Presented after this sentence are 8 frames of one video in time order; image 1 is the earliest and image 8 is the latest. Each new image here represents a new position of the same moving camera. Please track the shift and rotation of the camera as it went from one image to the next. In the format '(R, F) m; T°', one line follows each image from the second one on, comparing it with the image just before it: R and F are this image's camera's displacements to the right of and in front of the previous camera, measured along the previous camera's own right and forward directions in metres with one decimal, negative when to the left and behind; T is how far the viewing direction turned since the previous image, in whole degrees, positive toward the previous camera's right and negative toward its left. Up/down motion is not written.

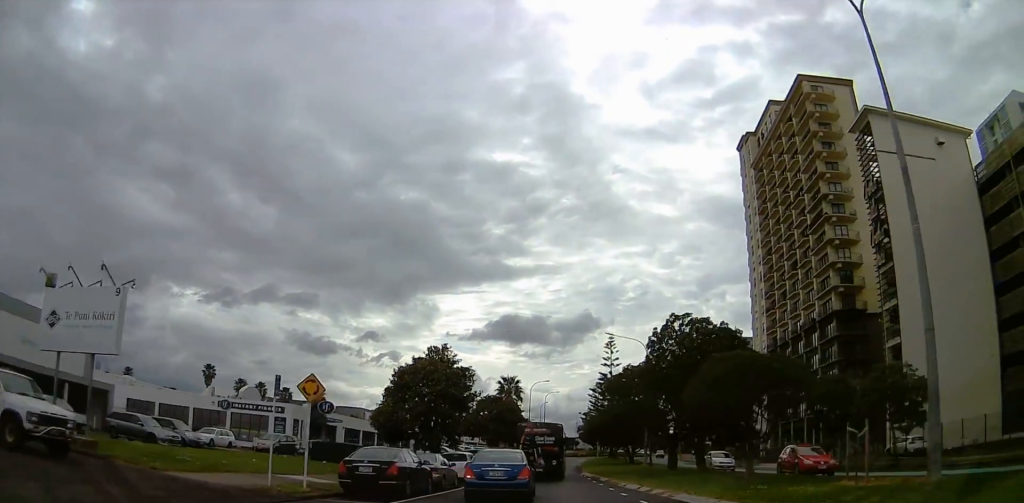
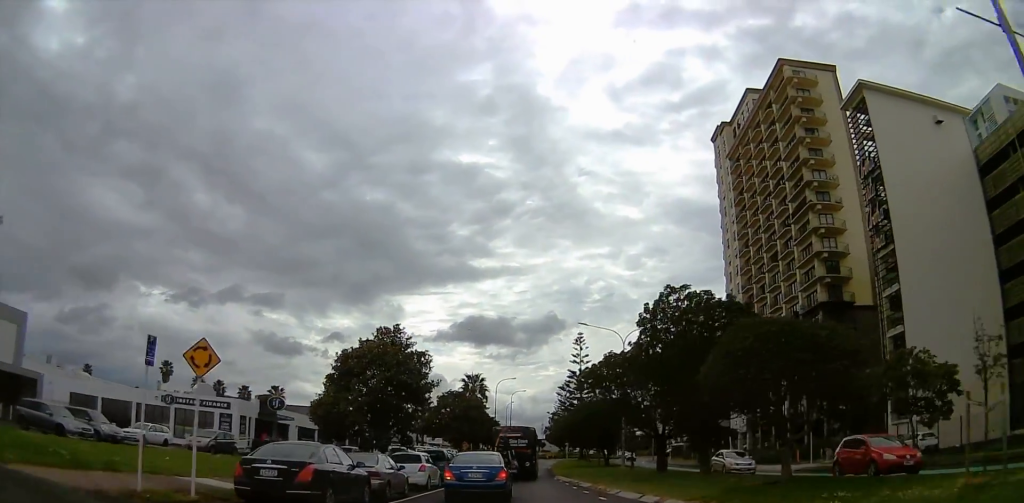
(+0.2, +4.5) m; +4°
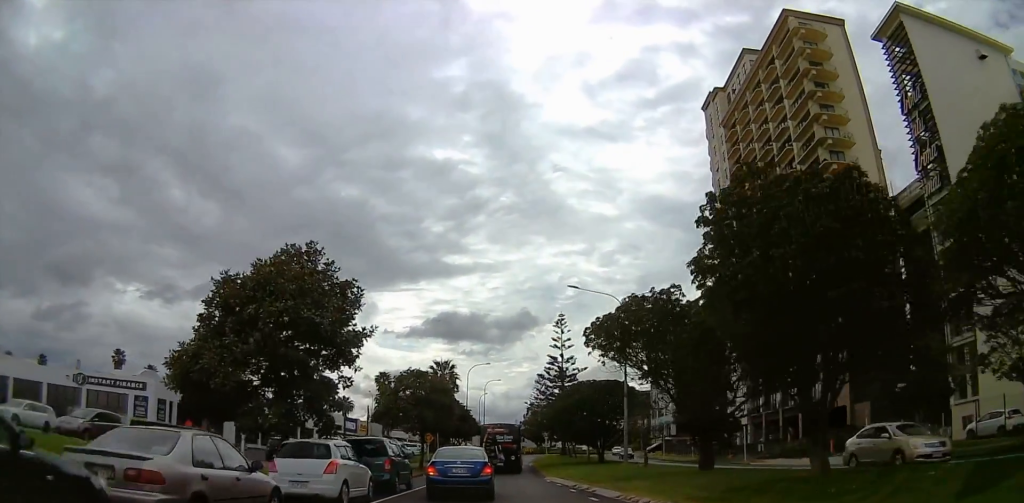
(+0.5, +9.6) m; +5°
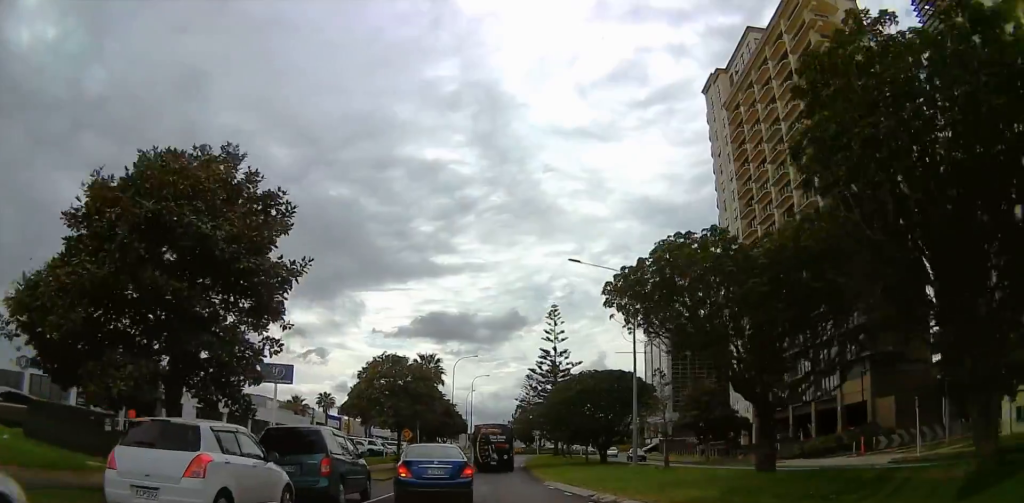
(0.0, +5.5) m; 0°
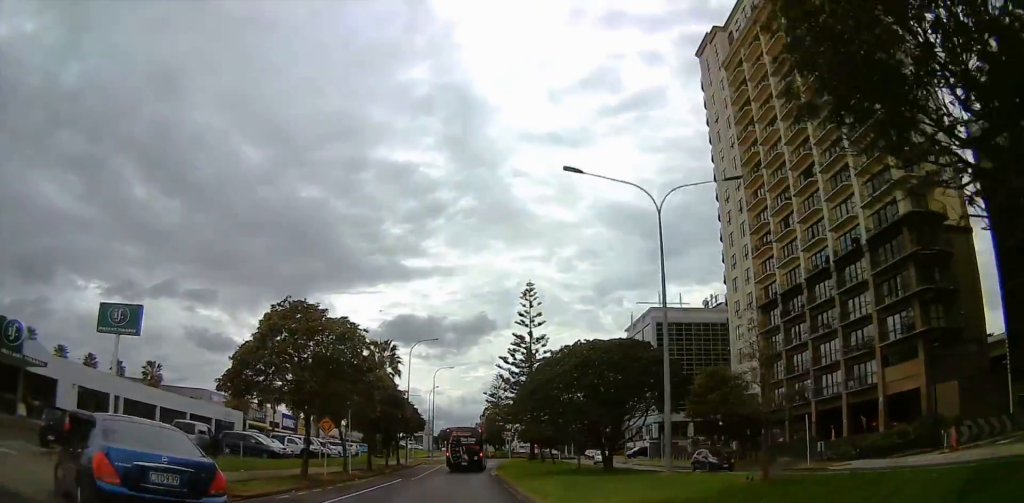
(+0.1, +12.4) m; +2°
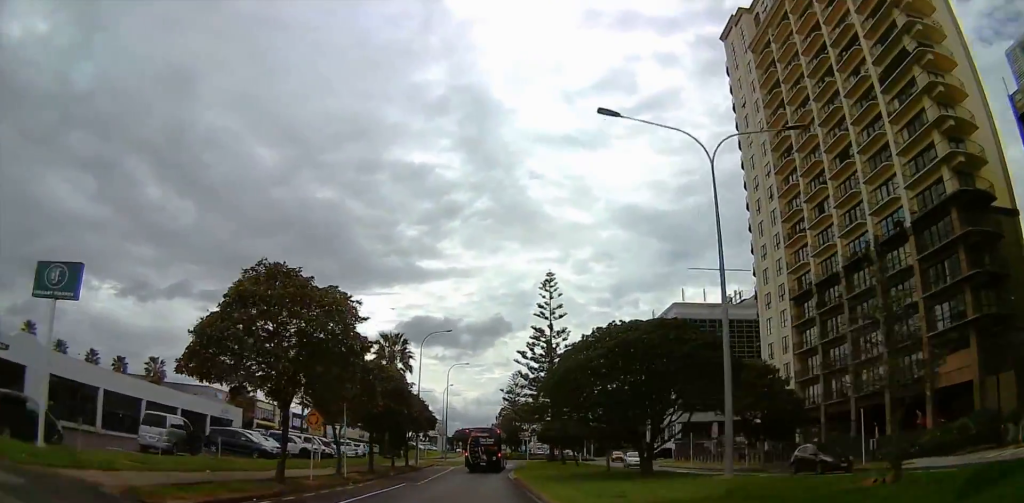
(+0.1, +5.0) m; +1°
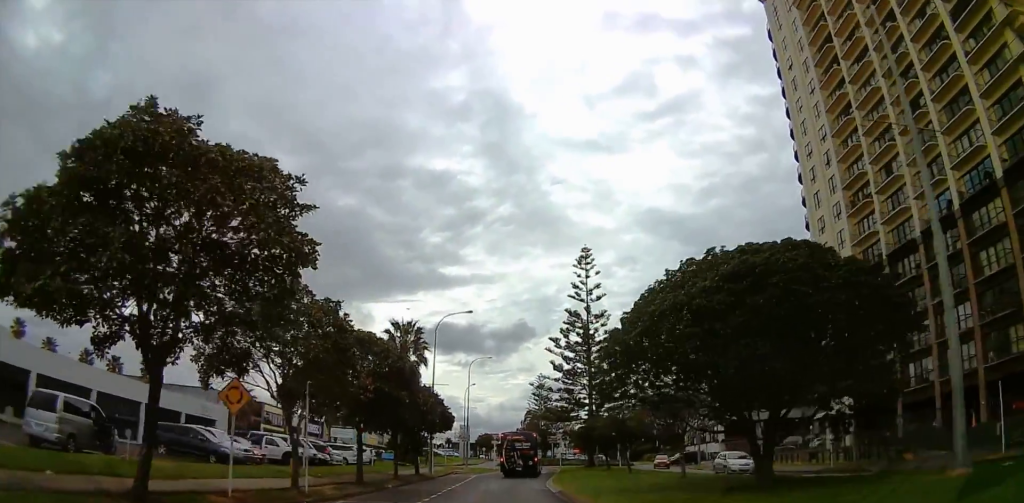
(0.0, +10.1) m; 0°
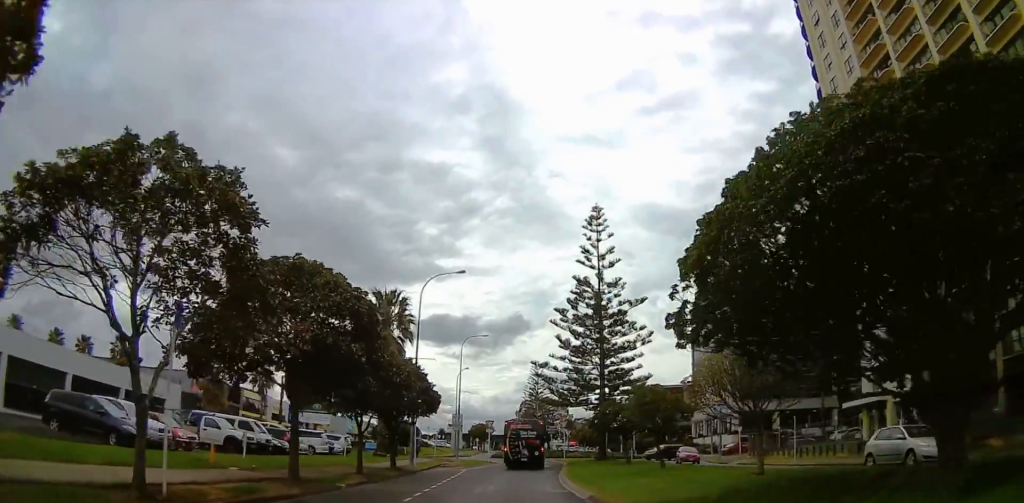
(0.0, +8.3) m; -3°
